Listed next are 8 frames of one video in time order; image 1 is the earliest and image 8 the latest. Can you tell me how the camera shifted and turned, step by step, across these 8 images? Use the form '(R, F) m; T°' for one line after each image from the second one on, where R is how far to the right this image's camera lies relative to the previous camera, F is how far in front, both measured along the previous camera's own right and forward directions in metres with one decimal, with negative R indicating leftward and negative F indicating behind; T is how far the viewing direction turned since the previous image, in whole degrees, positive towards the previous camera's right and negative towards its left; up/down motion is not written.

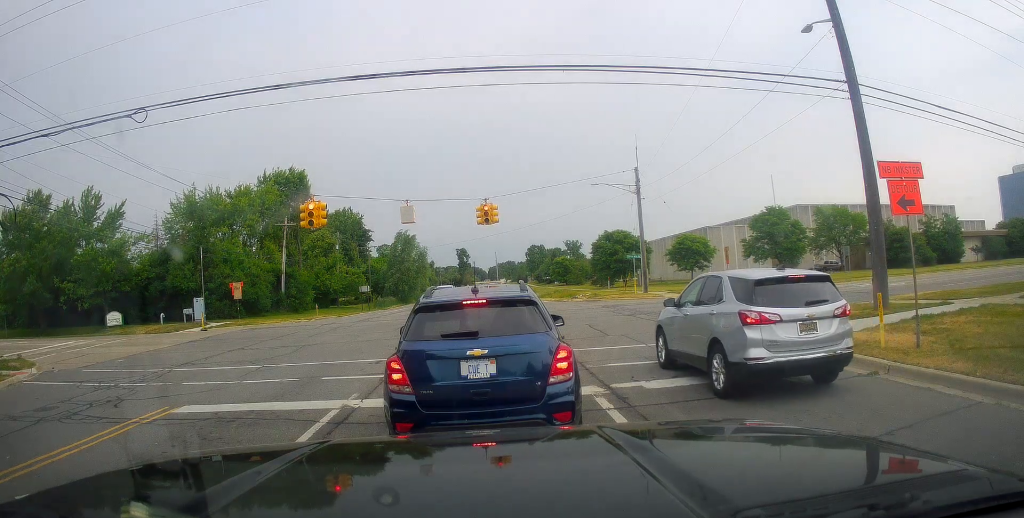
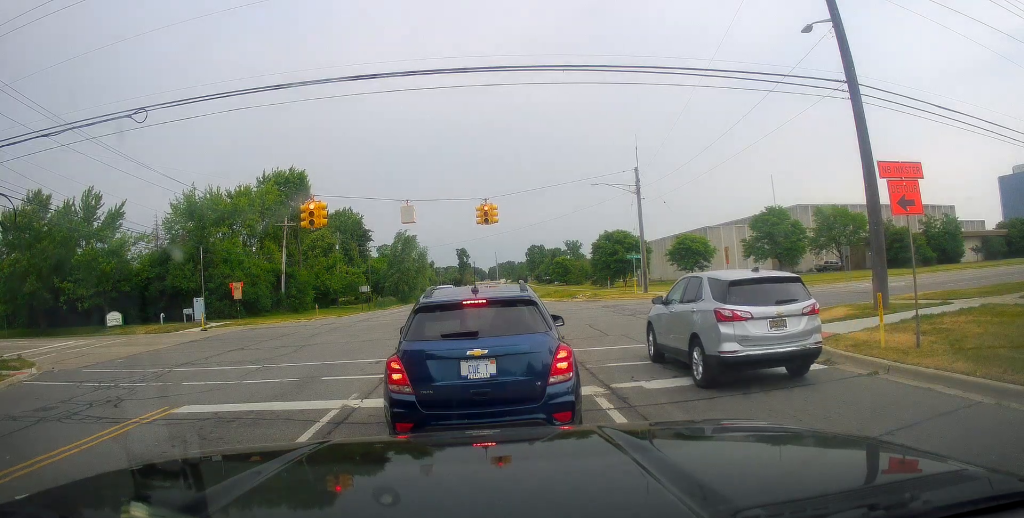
(0.0, 0.0) m; 0°
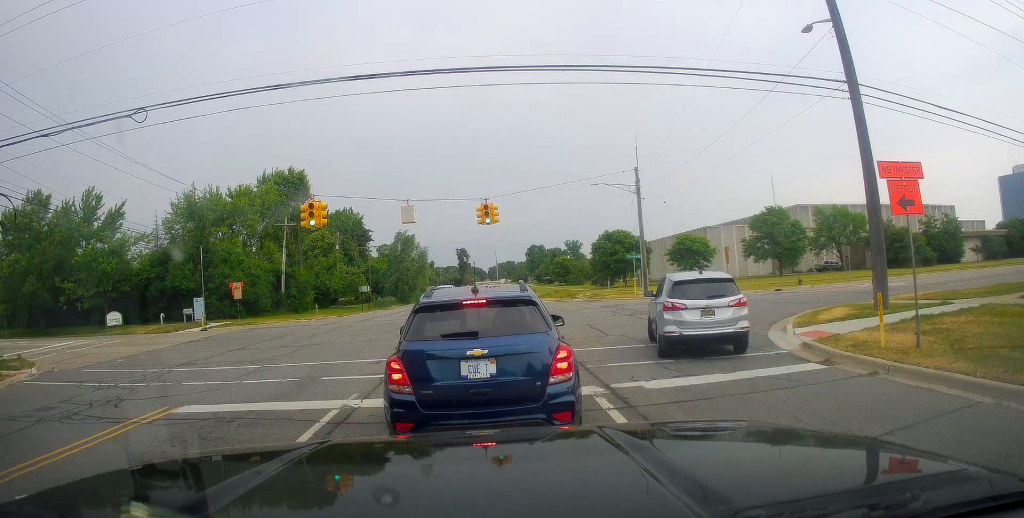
(0.0, 0.0) m; 0°
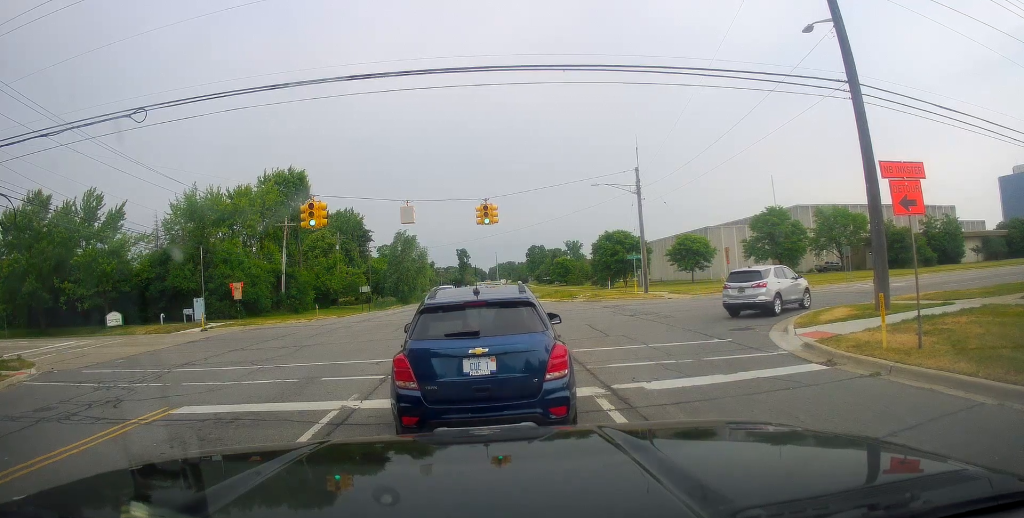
(0.0, 0.0) m; 0°
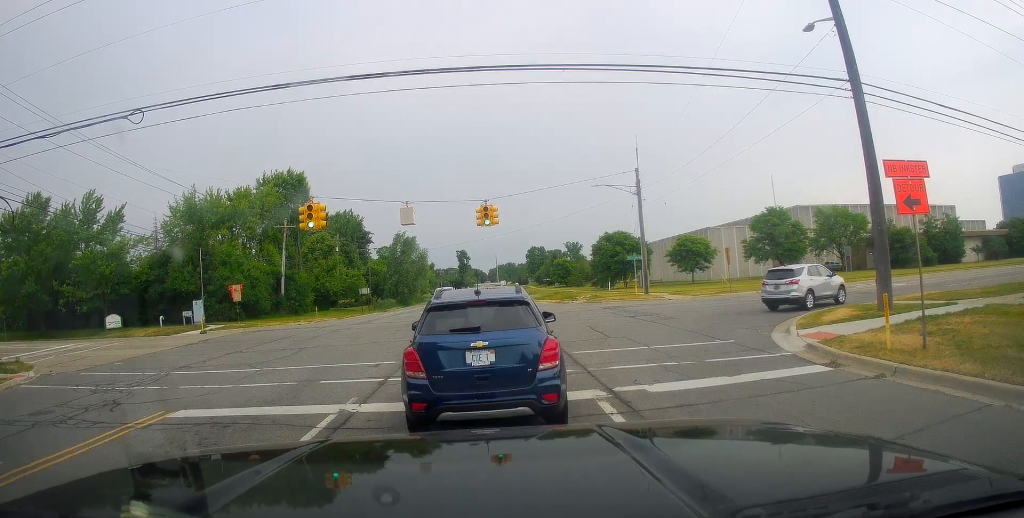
(0.0, 0.0) m; 0°
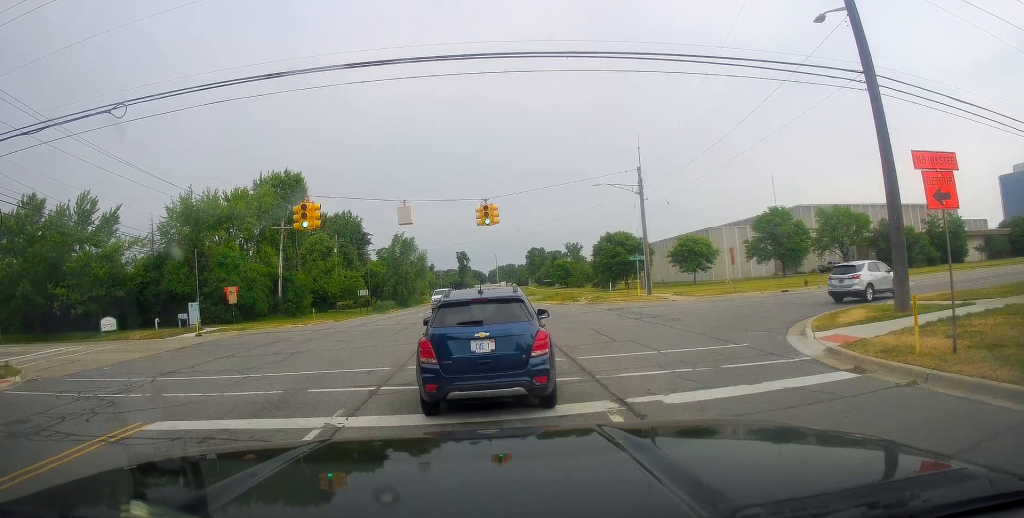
(0.0, +0.5) m; 0°
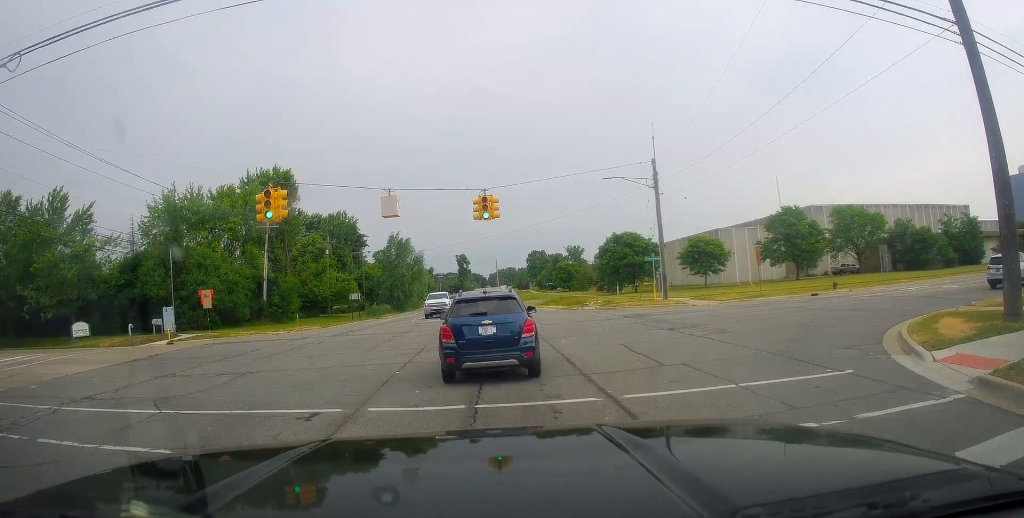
(0.0, +2.6) m; 0°
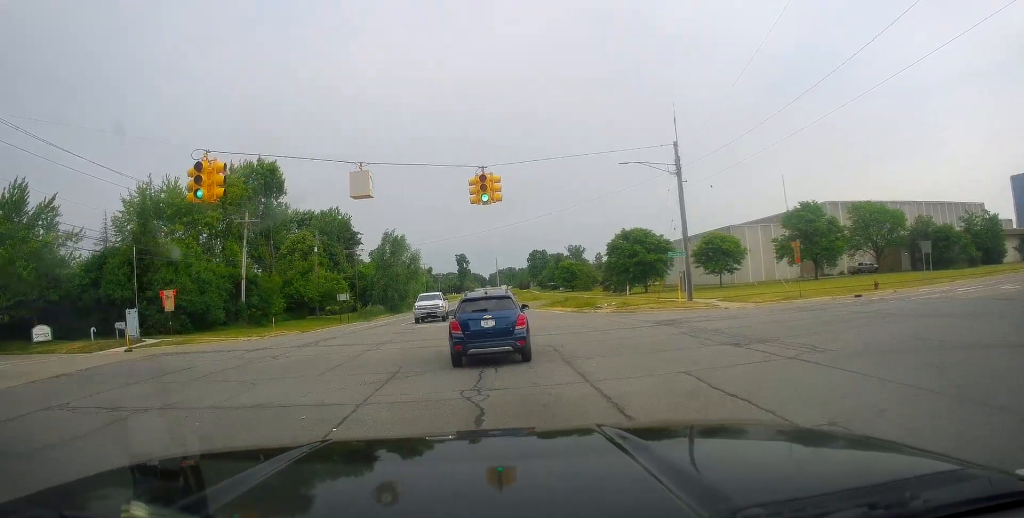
(0.0, +4.1) m; 0°
